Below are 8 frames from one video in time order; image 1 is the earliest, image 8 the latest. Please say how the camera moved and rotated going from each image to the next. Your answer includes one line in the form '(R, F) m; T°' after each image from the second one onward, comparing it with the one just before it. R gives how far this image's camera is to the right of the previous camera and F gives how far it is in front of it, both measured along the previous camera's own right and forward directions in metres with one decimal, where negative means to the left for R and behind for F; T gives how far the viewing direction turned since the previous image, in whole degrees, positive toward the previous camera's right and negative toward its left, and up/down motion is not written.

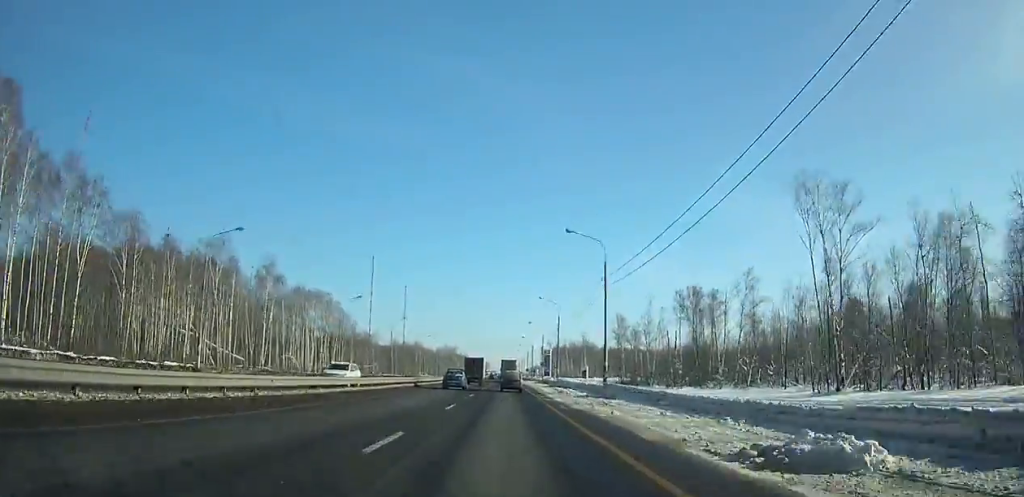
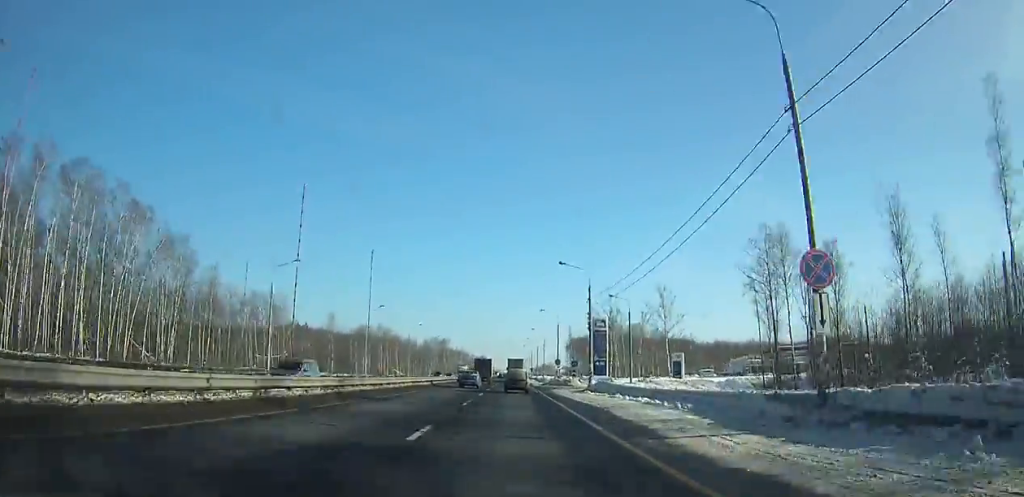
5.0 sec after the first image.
(-1.8, +96.0) m; -1°
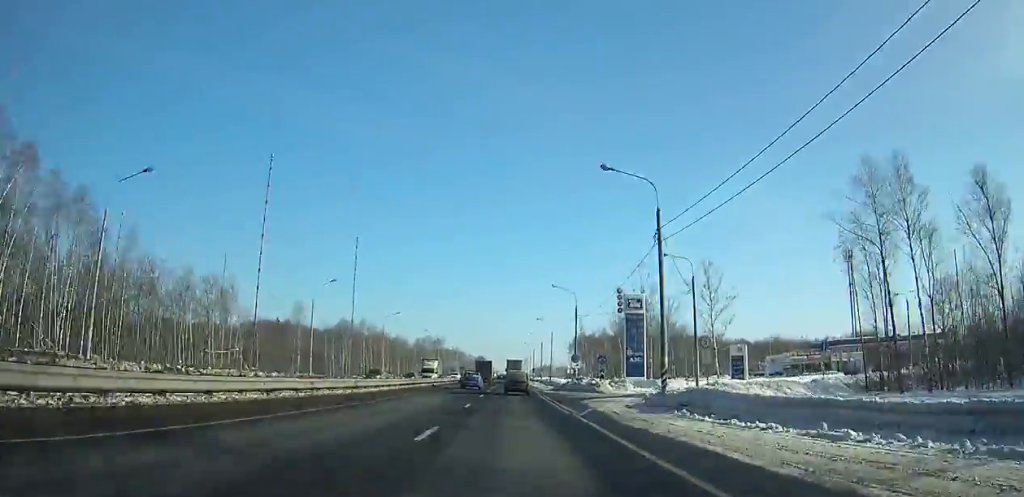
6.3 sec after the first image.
(0.0, +24.4) m; 0°
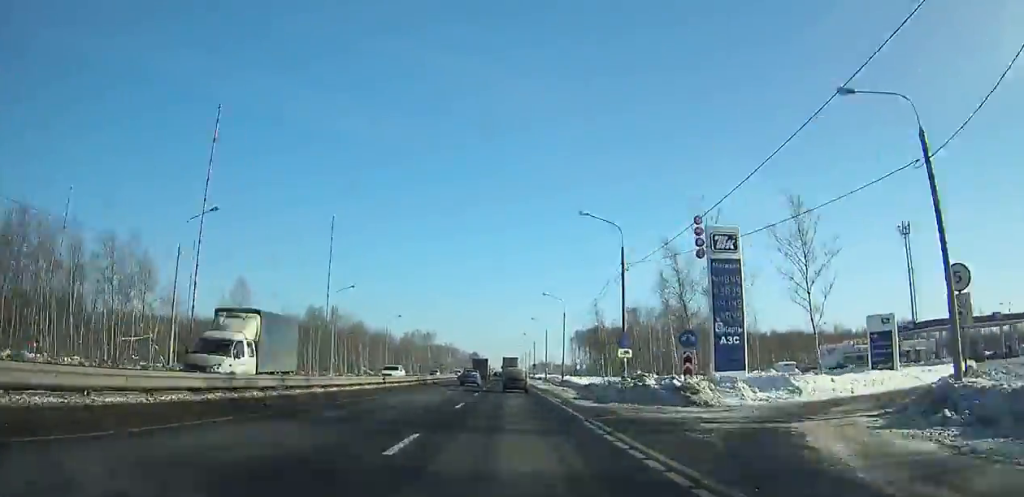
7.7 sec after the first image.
(0.0, +26.2) m; 0°
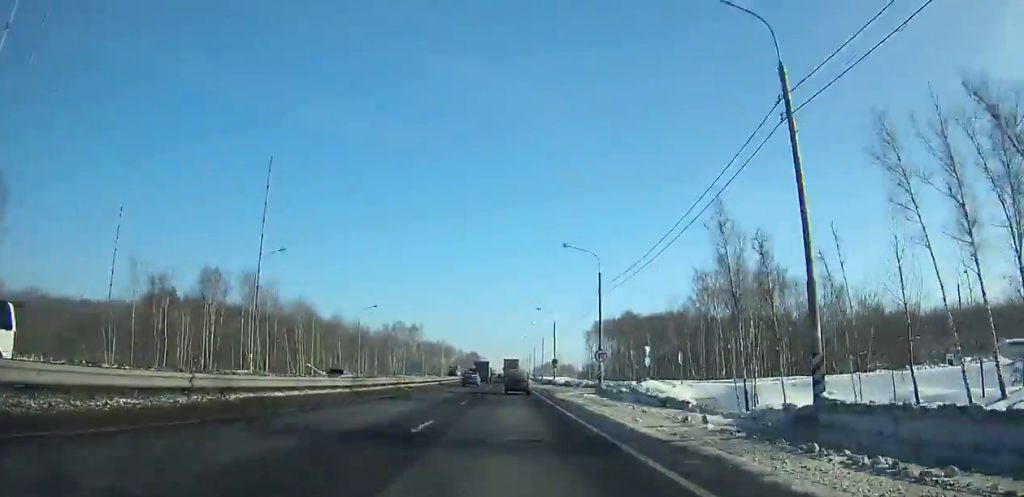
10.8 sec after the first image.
(+0.1, +57.6) m; 0°
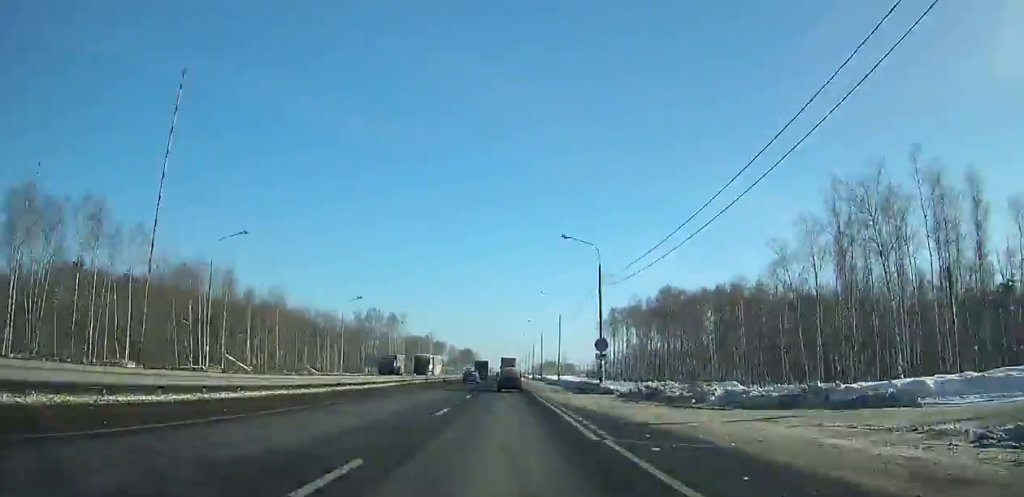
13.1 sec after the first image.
(-0.1, +42.6) m; 0°
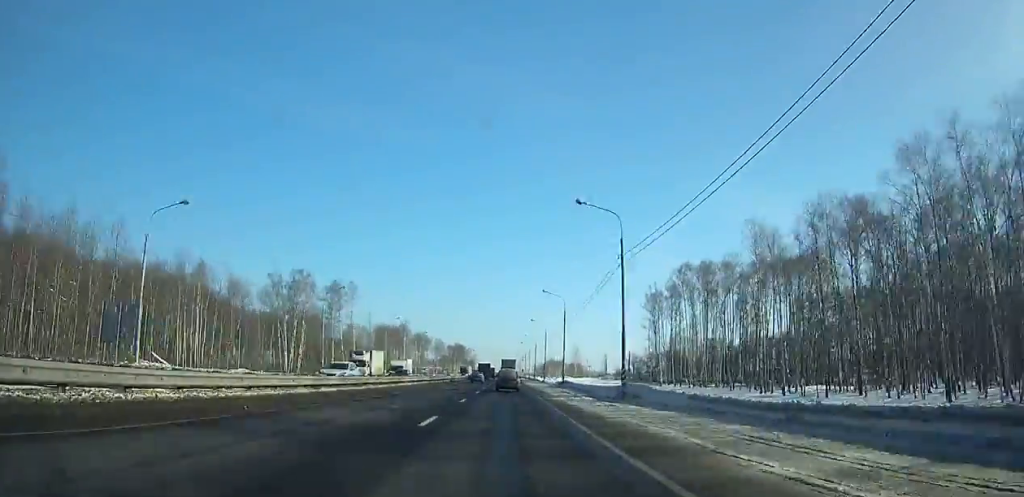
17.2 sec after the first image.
(+0.2, +76.0) m; 0°
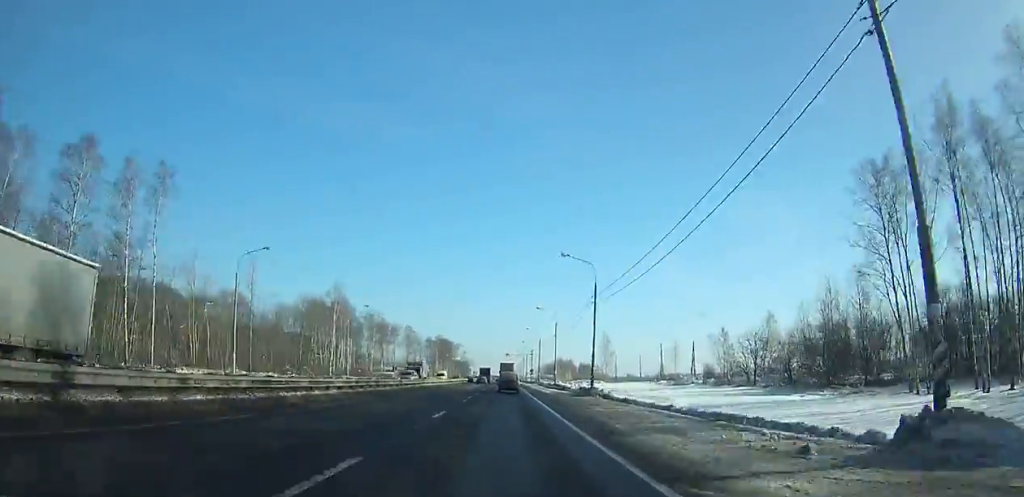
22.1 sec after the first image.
(+0.2, +90.1) m; 0°
